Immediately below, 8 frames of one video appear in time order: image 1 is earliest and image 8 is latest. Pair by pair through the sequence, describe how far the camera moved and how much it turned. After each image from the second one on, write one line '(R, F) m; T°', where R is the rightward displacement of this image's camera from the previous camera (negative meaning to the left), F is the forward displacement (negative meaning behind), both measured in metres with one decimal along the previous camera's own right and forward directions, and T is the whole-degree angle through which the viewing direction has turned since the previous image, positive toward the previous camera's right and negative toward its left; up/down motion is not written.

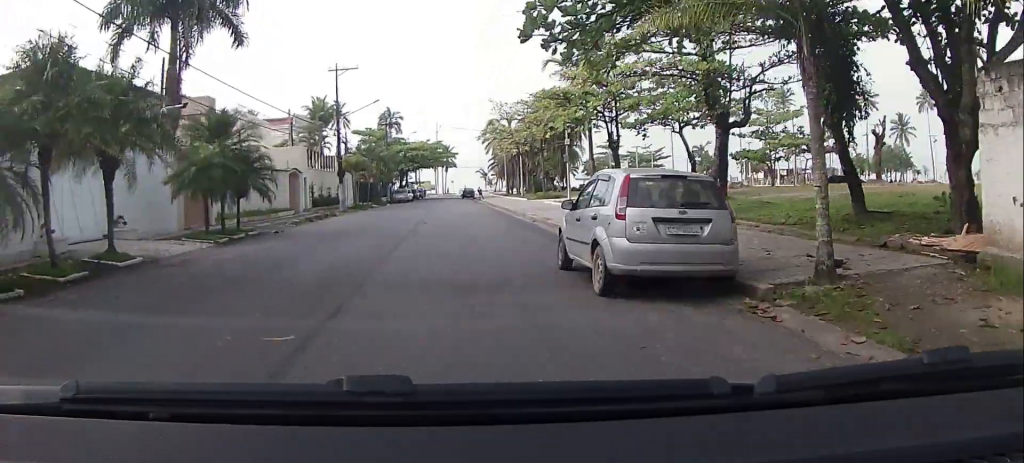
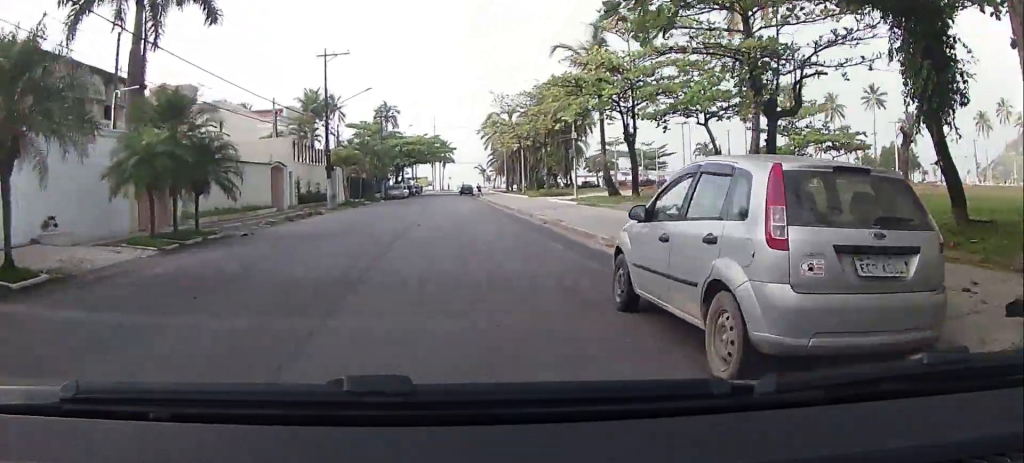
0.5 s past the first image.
(-0.2, +2.5) m; -1°
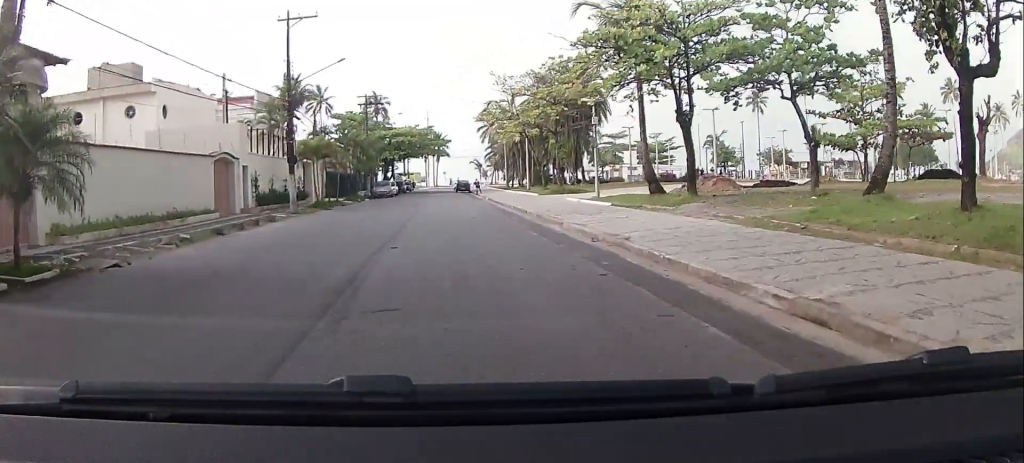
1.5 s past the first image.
(+0.2, +6.6) m; +3°
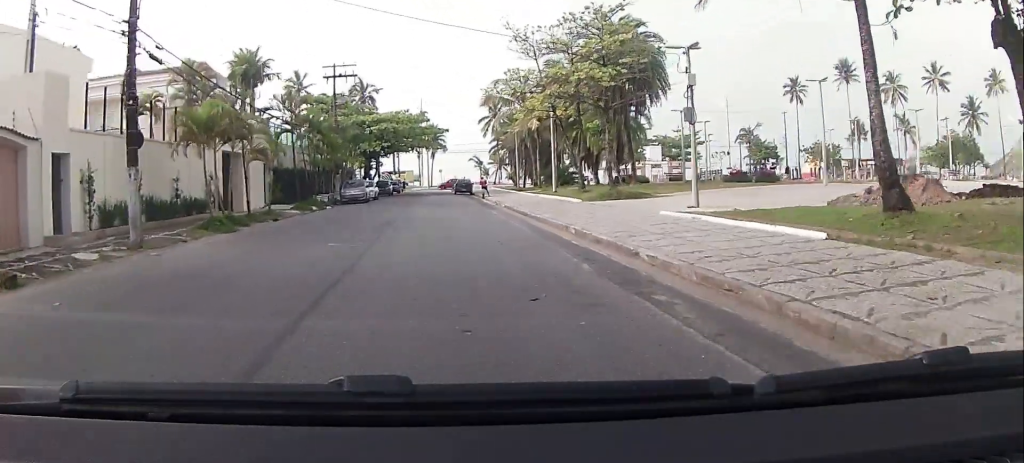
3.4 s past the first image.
(+0.2, +15.9) m; +1°
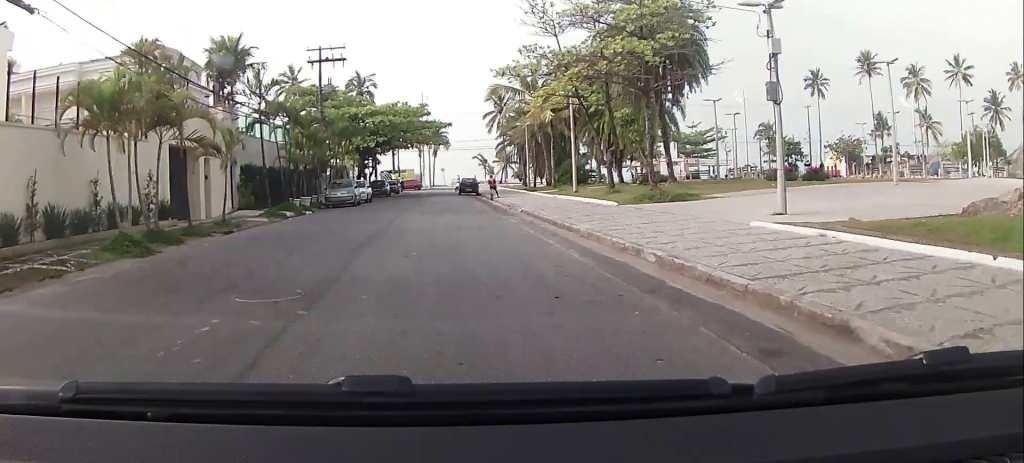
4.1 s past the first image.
(0.0, +6.3) m; 0°
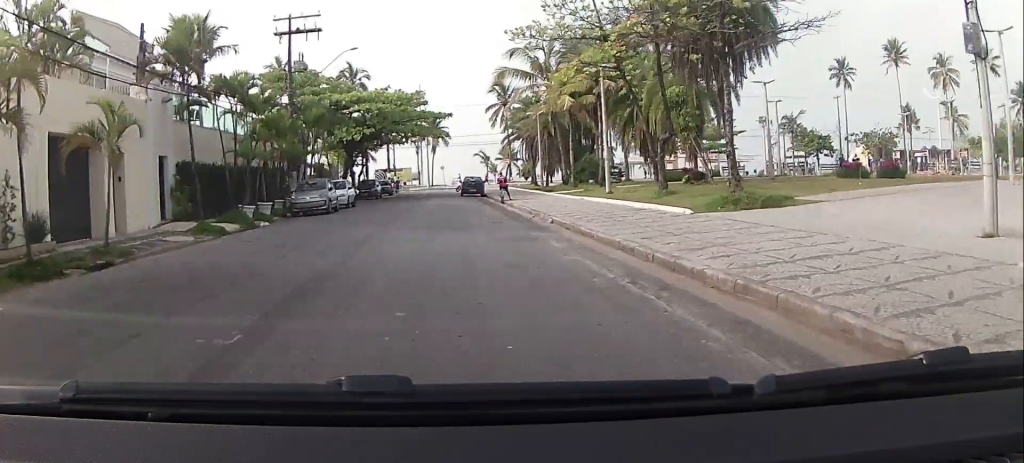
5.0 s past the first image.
(0.0, +8.2) m; 0°
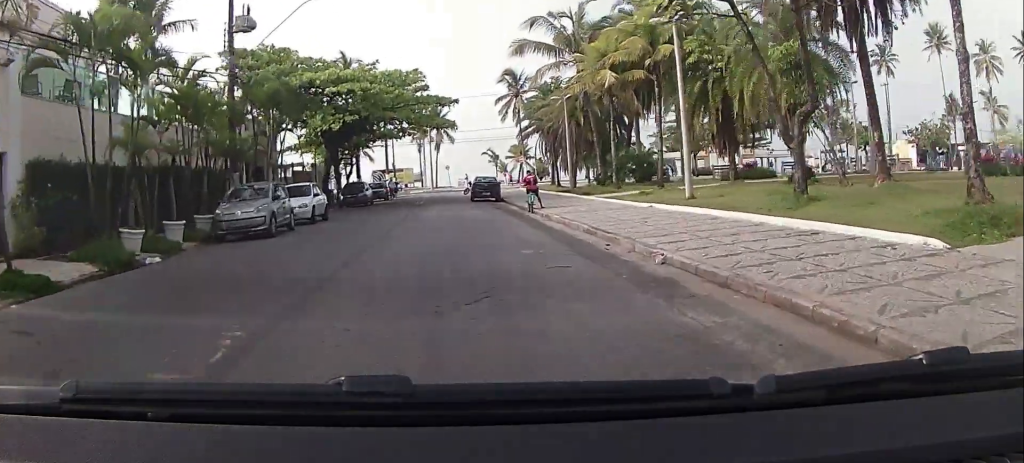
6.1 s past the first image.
(0.0, +10.9) m; -2°
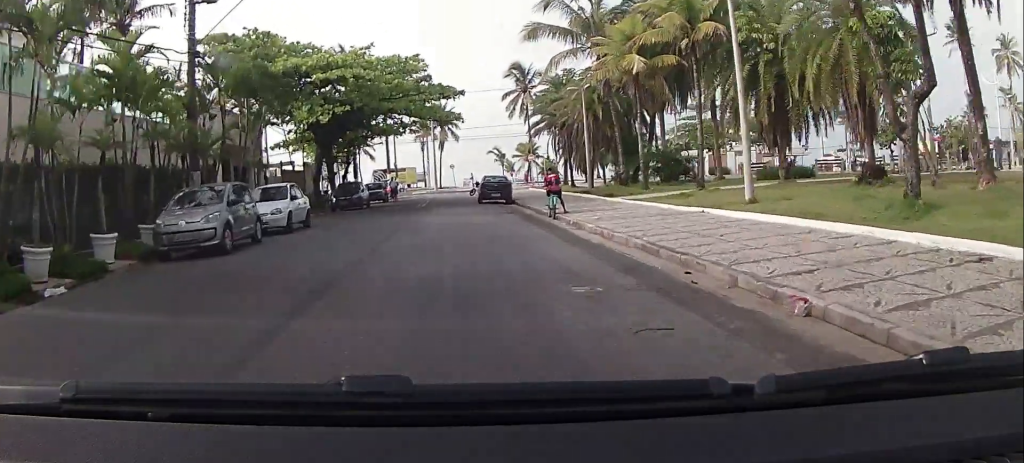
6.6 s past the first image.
(0.0, +4.7) m; -1°
